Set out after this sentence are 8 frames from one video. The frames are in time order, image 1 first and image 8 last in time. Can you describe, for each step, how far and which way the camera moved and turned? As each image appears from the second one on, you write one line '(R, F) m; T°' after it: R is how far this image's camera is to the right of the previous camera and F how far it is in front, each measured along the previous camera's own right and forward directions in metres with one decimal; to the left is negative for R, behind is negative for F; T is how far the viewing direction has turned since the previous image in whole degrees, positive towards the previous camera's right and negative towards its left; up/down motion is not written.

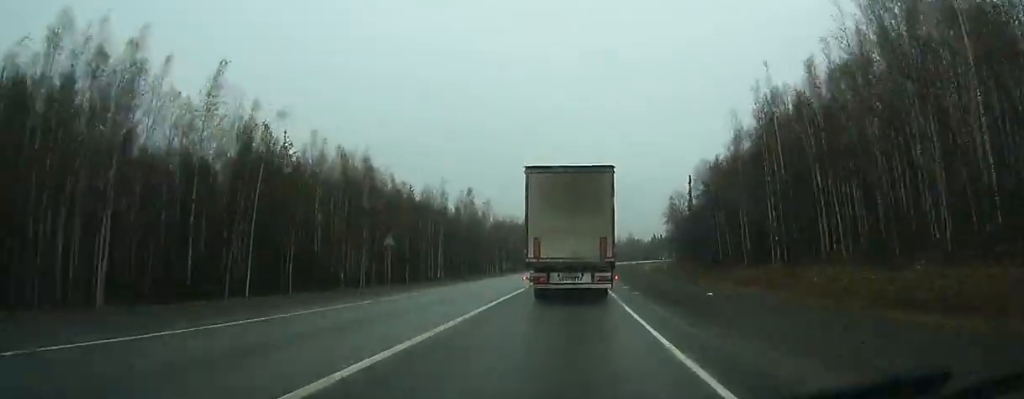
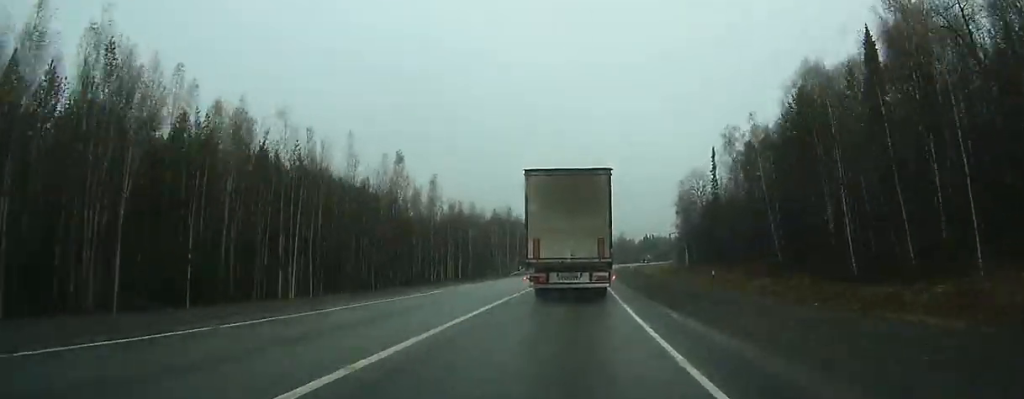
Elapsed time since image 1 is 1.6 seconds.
(+0.8, +38.4) m; +1°
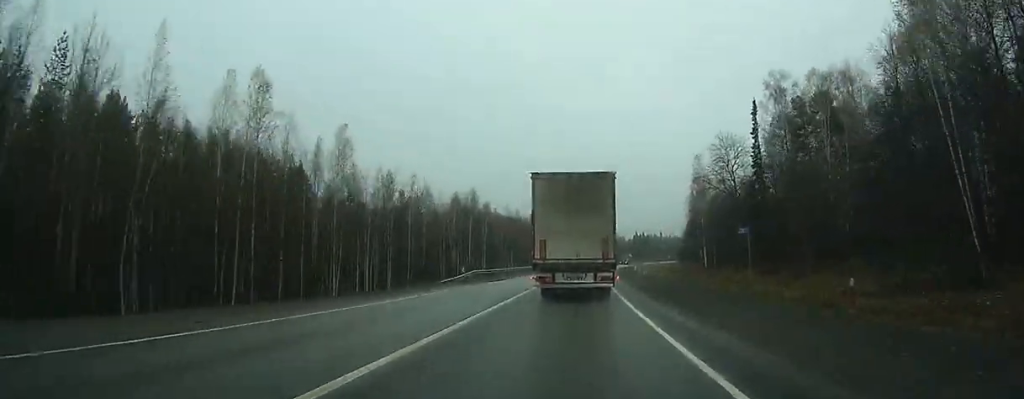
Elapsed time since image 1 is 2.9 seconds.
(+0.3, +32.2) m; +1°
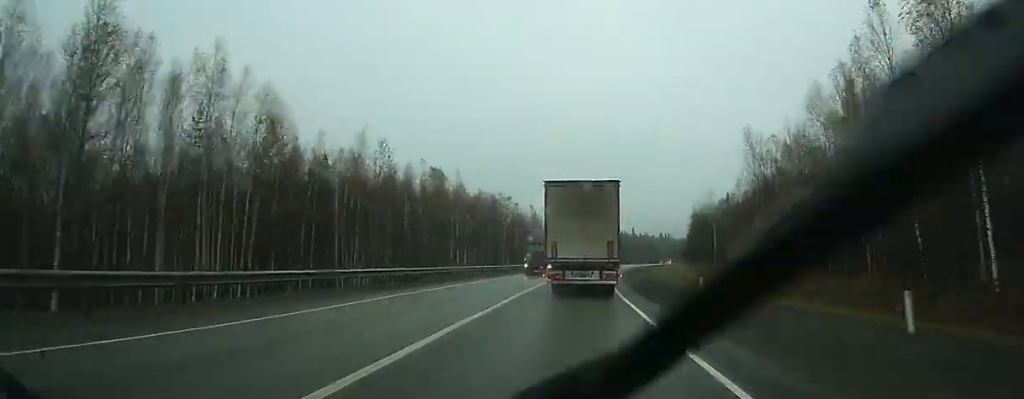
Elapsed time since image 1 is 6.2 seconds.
(+2.2, +79.3) m; +4°
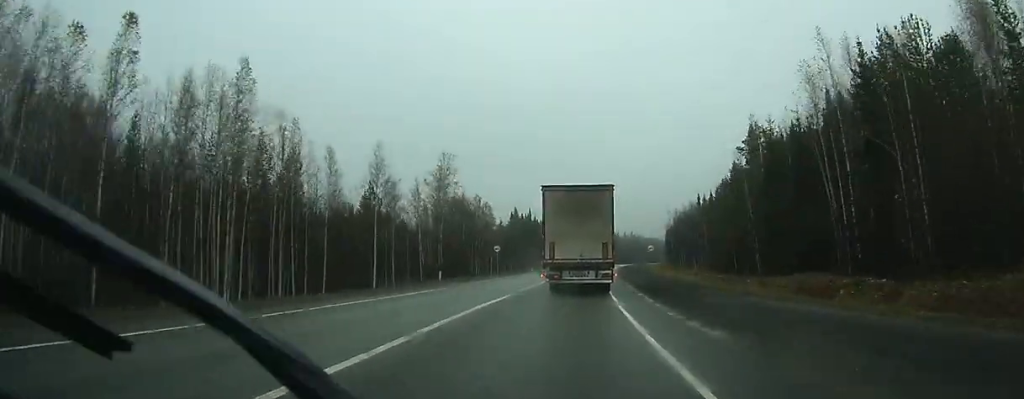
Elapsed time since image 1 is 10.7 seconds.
(+7.0, +109.1) m; +8°
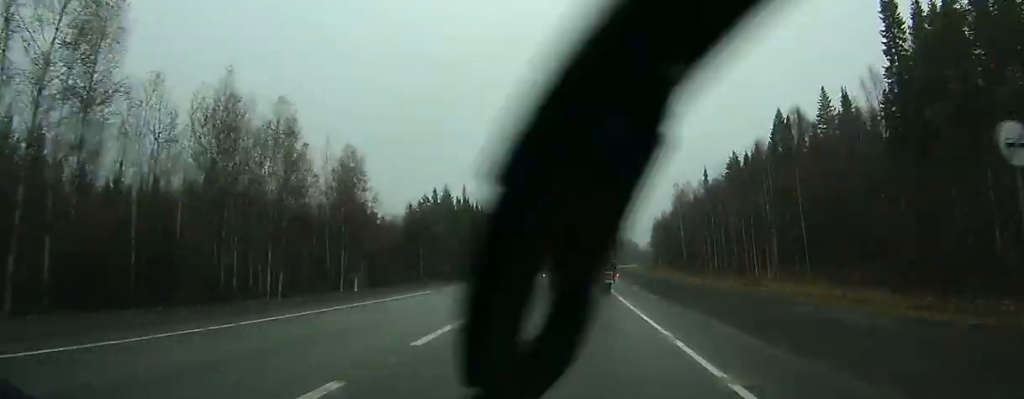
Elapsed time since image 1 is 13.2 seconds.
(+2.5, +62.6) m; +3°
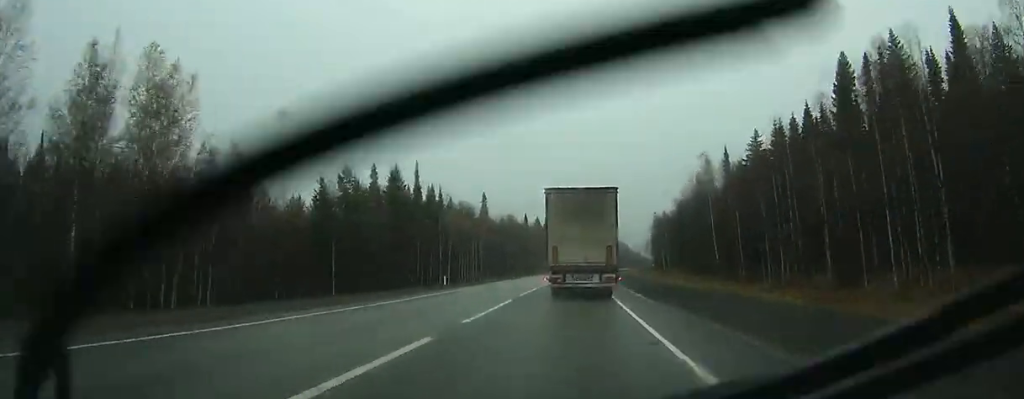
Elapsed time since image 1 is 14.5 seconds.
(+0.3, +31.5) m; +1°
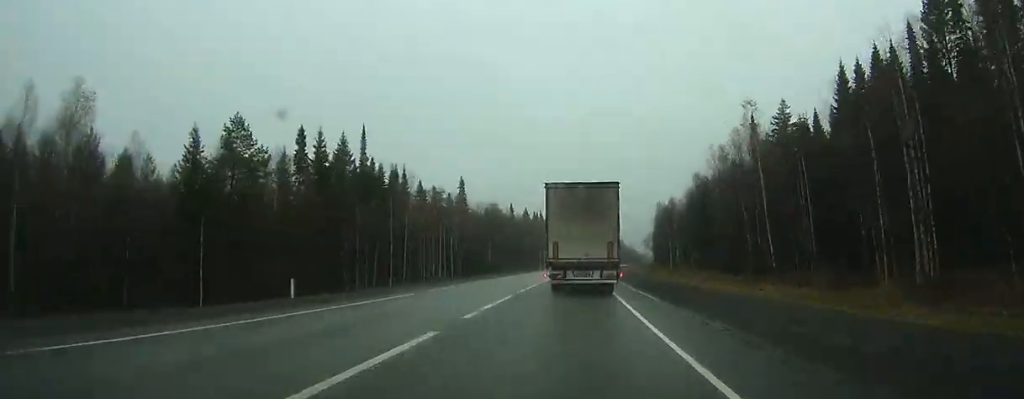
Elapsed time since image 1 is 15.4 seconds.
(+0.3, +23.4) m; +1°
